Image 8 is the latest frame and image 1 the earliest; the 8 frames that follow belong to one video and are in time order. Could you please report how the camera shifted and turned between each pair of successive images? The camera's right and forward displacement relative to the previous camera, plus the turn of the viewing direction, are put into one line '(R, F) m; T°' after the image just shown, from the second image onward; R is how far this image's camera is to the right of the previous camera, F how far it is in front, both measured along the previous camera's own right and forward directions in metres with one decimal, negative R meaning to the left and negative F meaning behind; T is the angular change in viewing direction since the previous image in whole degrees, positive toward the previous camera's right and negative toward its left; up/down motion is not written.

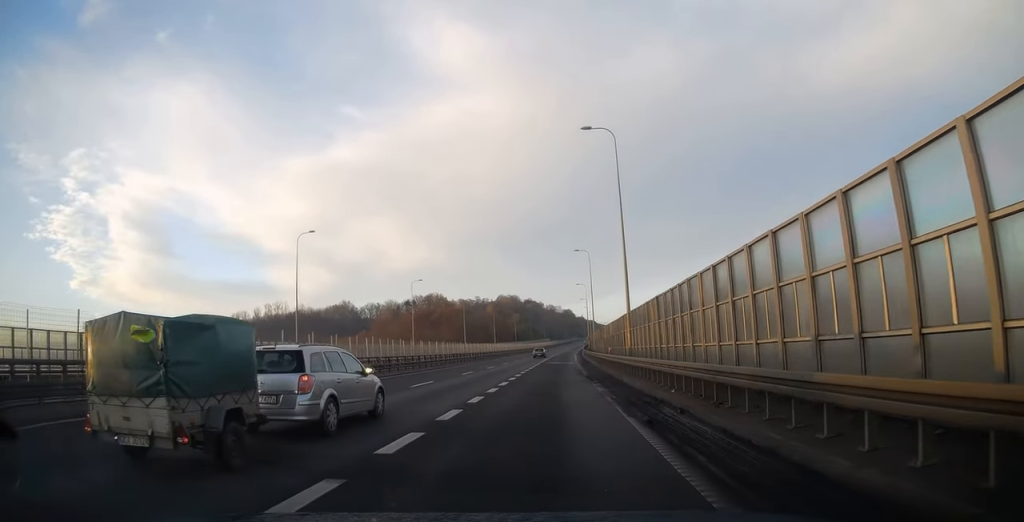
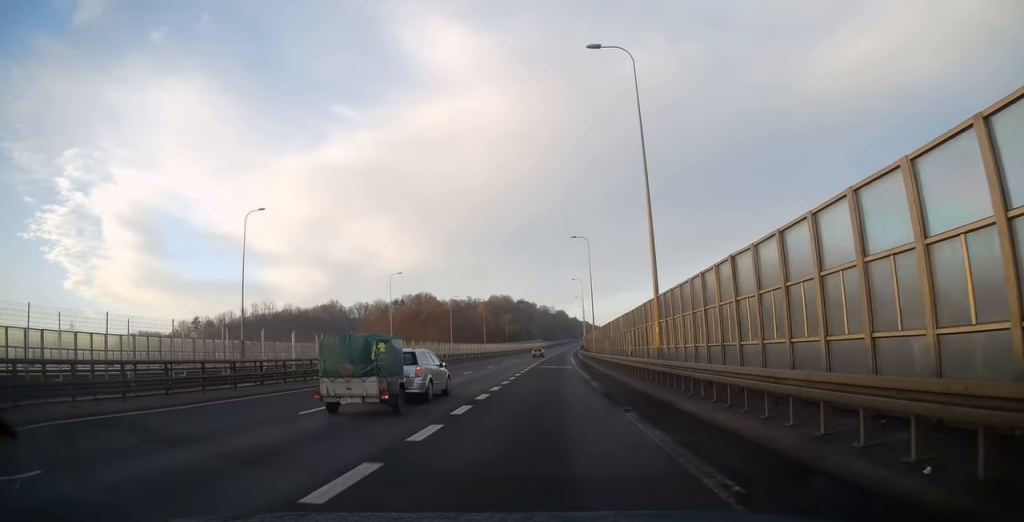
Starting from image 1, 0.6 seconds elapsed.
(+0.1, +10.6) m; +1°
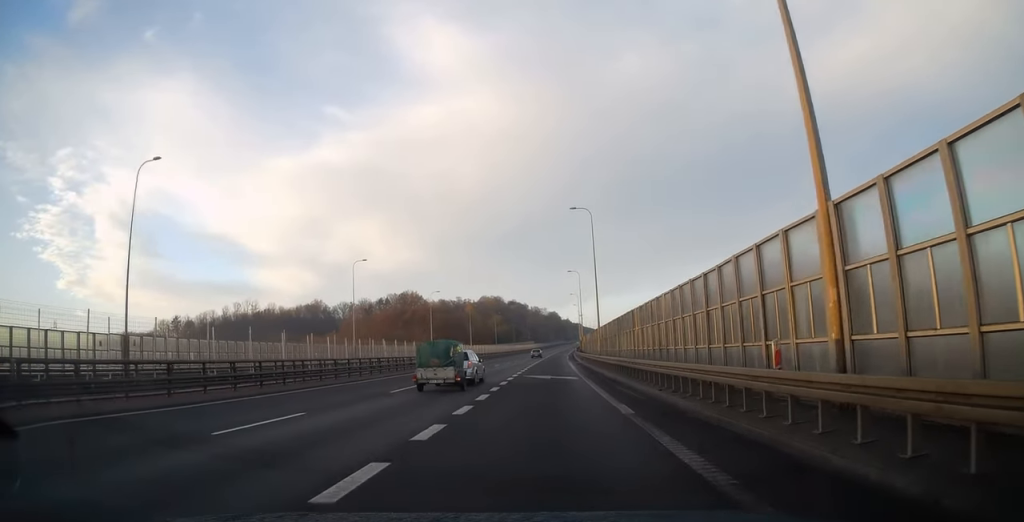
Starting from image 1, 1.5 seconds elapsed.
(+0.3, +15.5) m; +1°
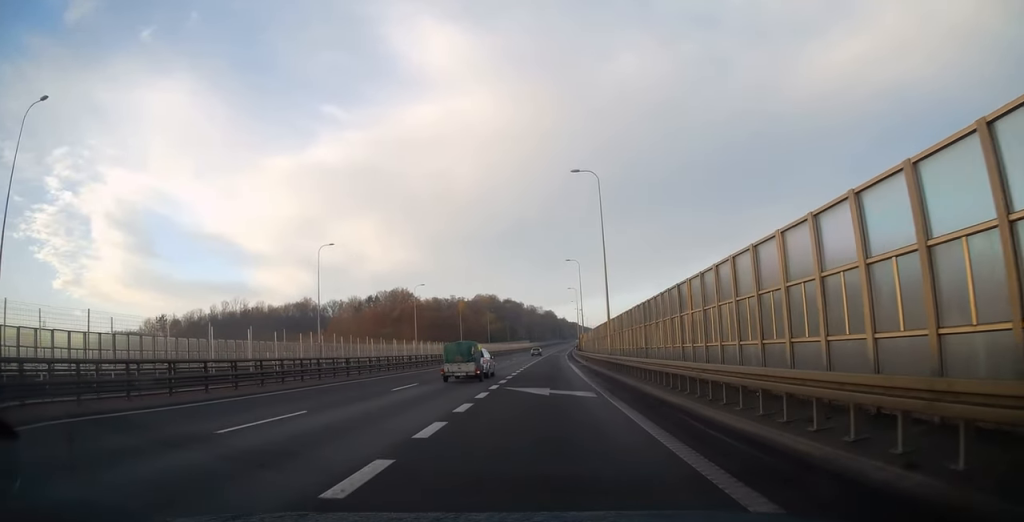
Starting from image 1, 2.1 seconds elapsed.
(-0.1, +11.9) m; 0°
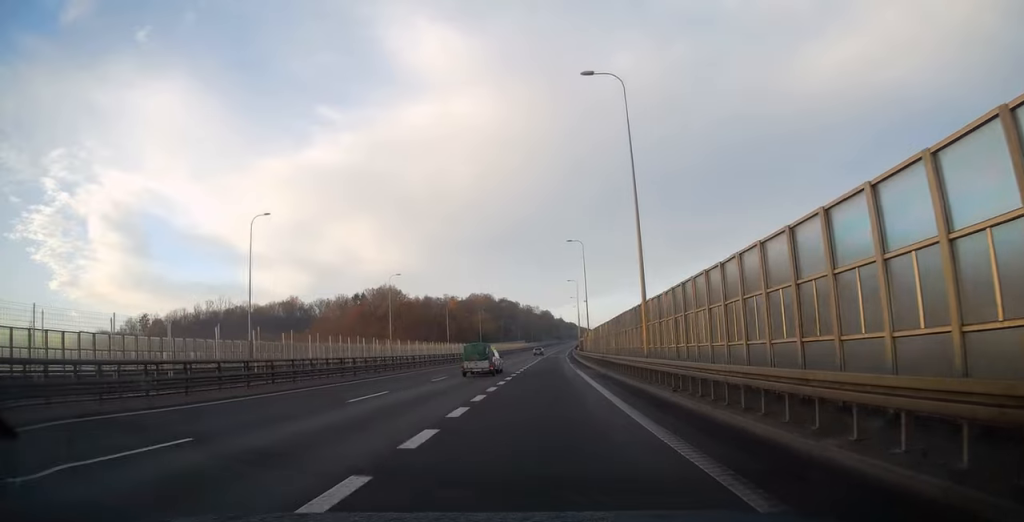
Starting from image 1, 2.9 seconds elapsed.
(-0.1, +16.9) m; 0°
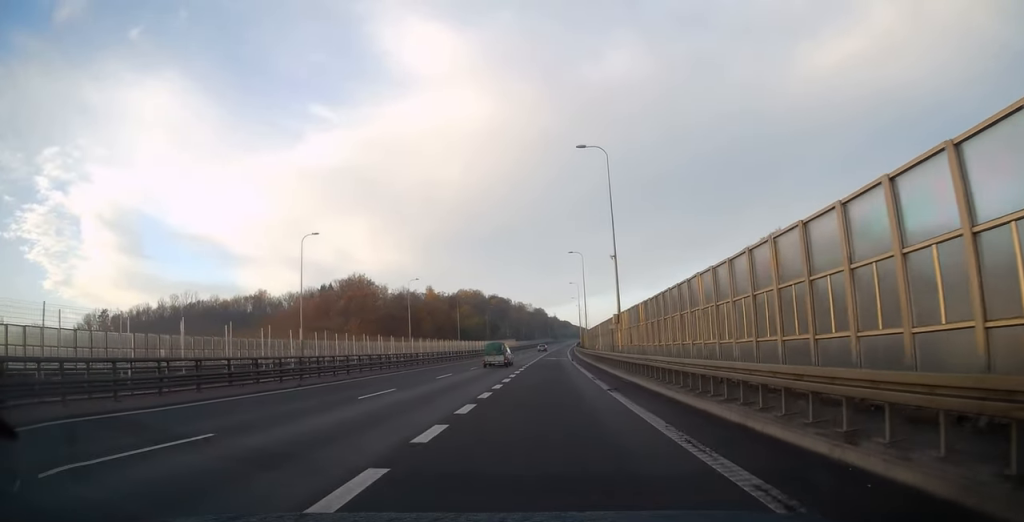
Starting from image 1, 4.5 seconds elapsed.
(+0.3, +35.9) m; +1°
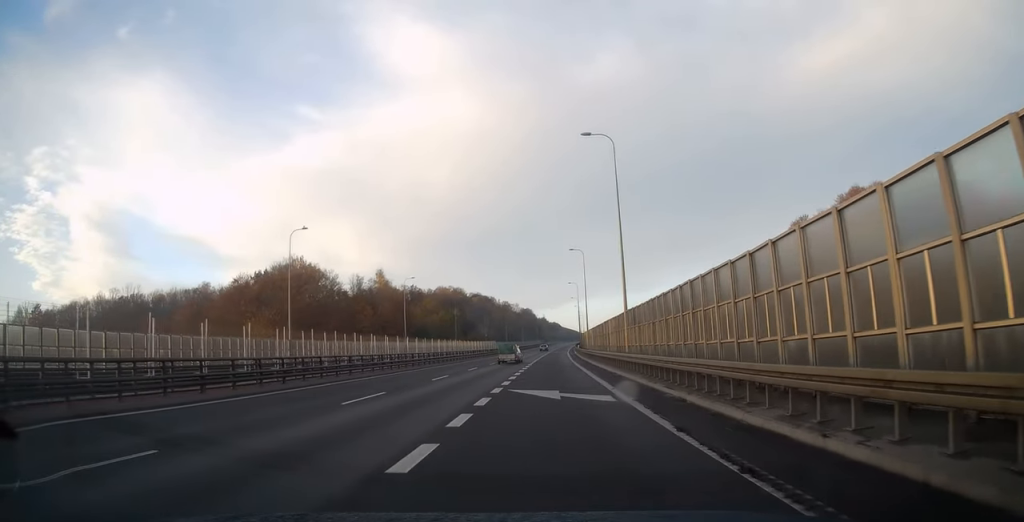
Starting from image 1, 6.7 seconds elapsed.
(+0.5, +50.3) m; +2°
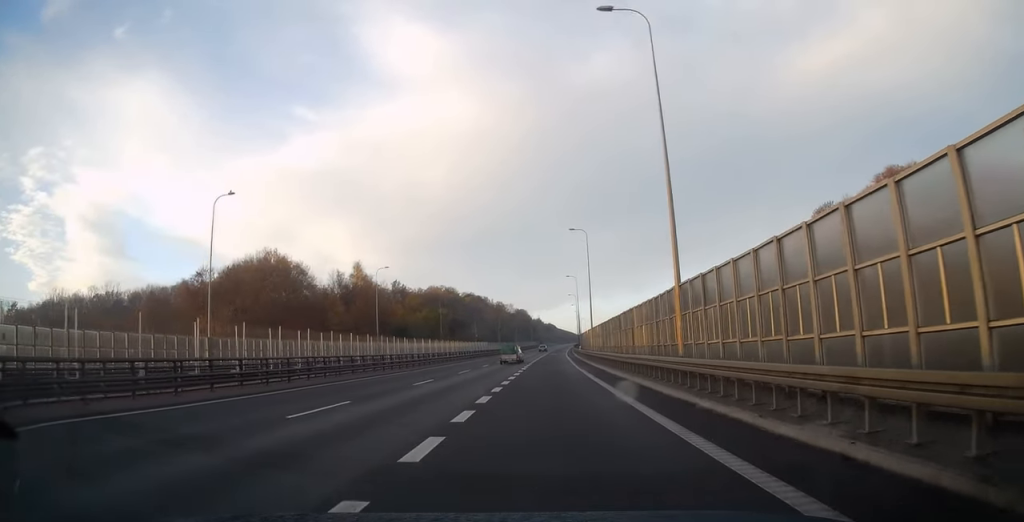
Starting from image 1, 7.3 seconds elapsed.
(+0.1, +15.4) m; 0°
